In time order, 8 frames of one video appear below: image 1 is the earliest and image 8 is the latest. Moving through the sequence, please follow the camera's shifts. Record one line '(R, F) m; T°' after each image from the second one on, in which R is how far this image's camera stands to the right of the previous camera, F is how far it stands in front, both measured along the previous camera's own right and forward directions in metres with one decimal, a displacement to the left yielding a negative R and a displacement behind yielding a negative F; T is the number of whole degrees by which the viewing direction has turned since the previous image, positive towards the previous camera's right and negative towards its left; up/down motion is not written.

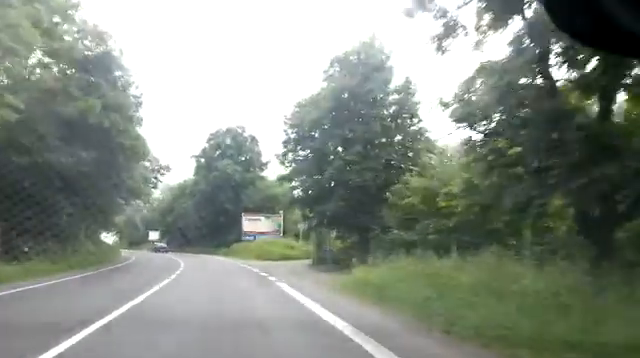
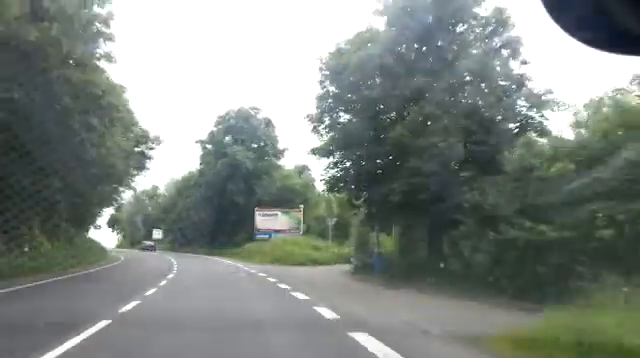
(+0.3, +9.1) m; 0°
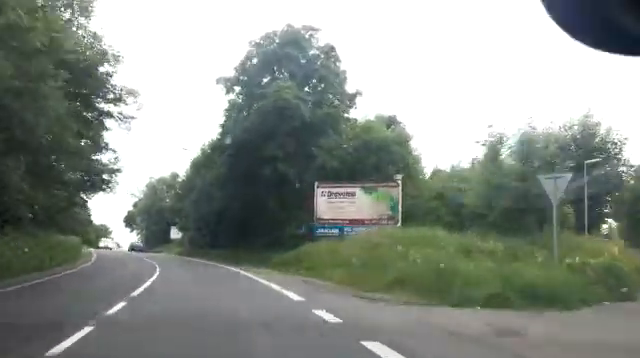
(-0.4, +21.3) m; -2°
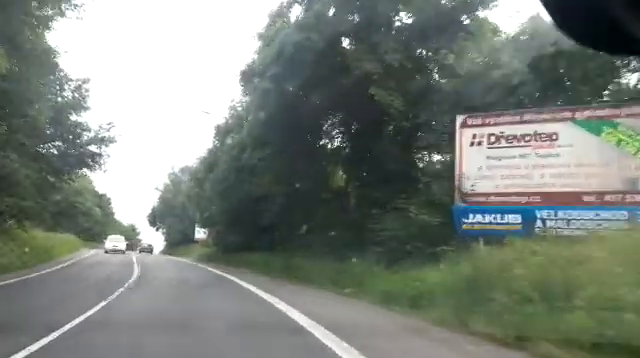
(0.0, +15.2) m; -2°
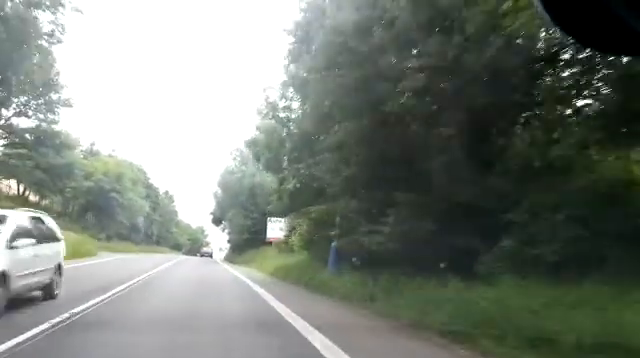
(-1.1, +21.3) m; -6°
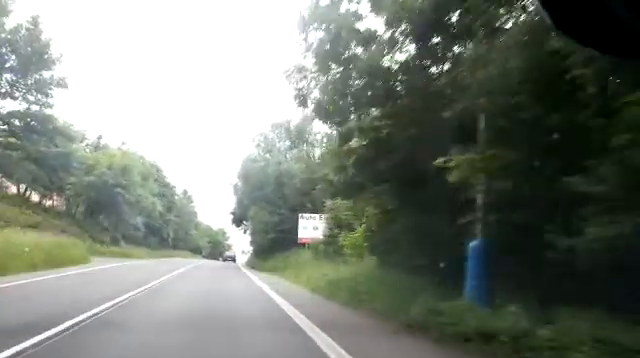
(0.0, +8.1) m; -3°
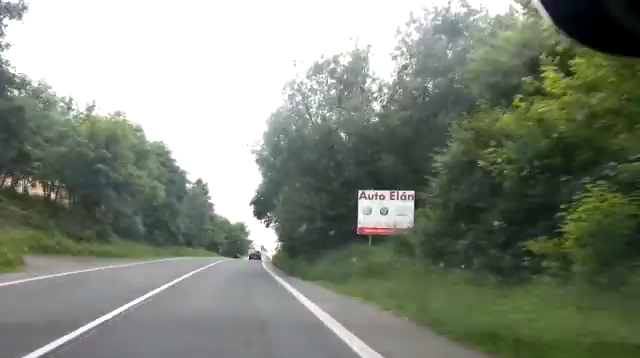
(-0.6, +12.5) m; -3°
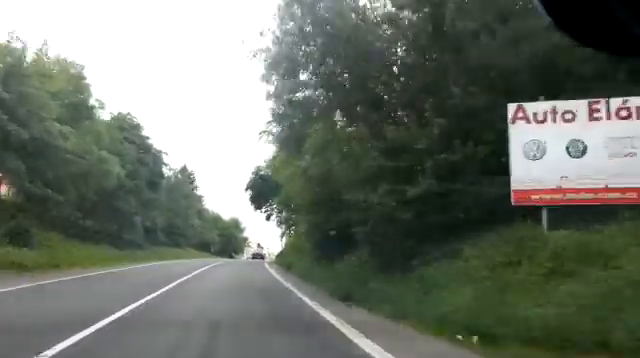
(-0.4, +13.6) m; -3°
